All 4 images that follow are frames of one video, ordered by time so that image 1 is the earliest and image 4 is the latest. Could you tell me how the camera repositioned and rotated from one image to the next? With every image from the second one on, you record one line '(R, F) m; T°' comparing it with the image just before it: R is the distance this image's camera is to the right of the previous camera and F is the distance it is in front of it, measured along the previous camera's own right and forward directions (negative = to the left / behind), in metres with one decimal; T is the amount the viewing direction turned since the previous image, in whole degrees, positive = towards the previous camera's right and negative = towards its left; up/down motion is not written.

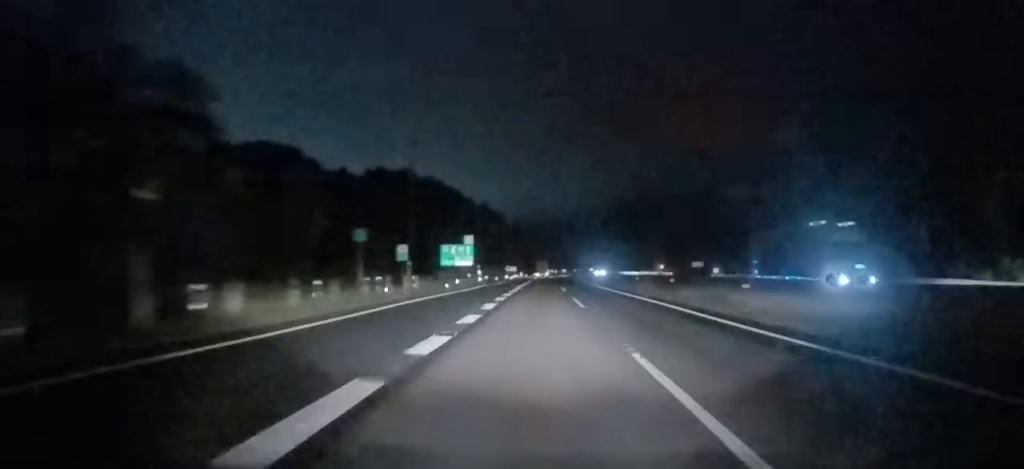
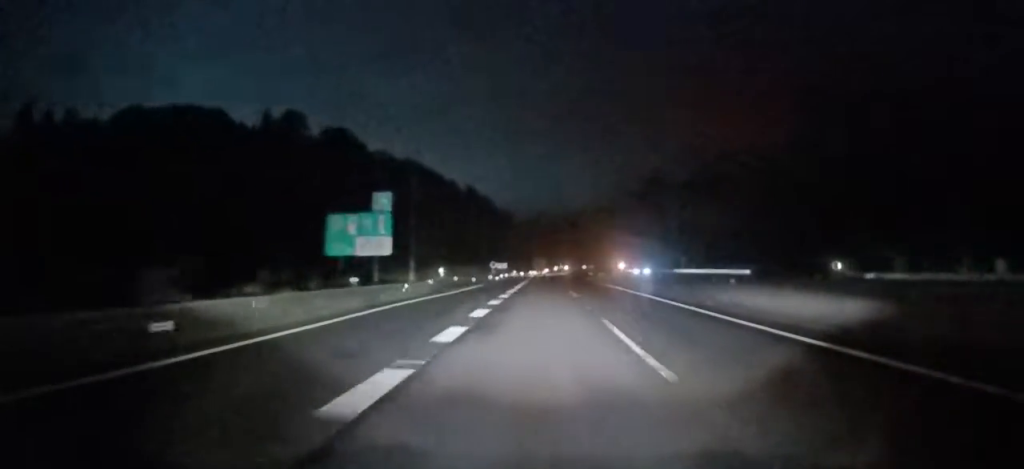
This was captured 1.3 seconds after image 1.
(+0.1, +34.5) m; 0°
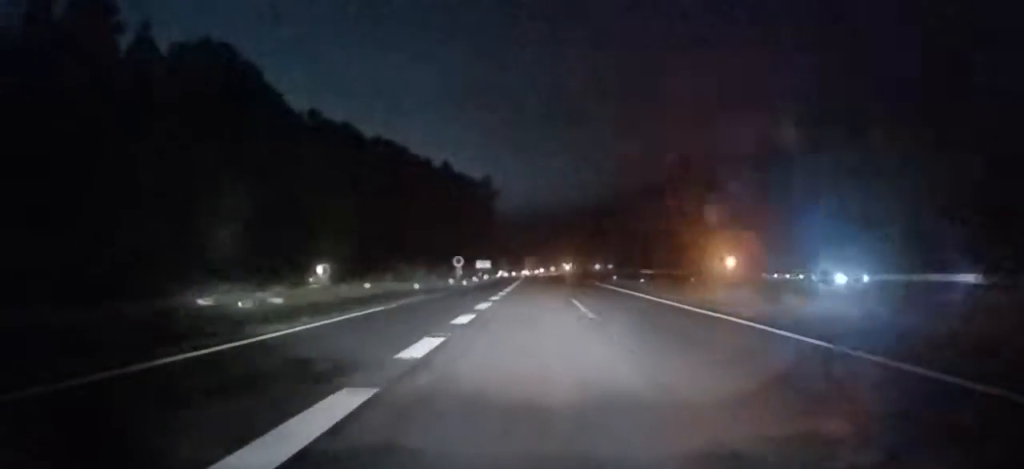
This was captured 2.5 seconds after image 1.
(0.0, +31.8) m; 0°
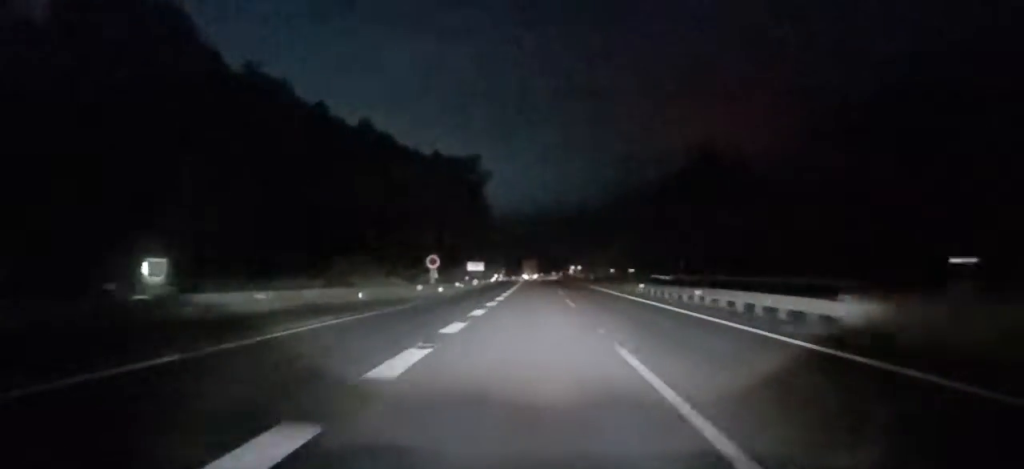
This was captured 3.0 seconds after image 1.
(0.0, +13.4) m; 0°
